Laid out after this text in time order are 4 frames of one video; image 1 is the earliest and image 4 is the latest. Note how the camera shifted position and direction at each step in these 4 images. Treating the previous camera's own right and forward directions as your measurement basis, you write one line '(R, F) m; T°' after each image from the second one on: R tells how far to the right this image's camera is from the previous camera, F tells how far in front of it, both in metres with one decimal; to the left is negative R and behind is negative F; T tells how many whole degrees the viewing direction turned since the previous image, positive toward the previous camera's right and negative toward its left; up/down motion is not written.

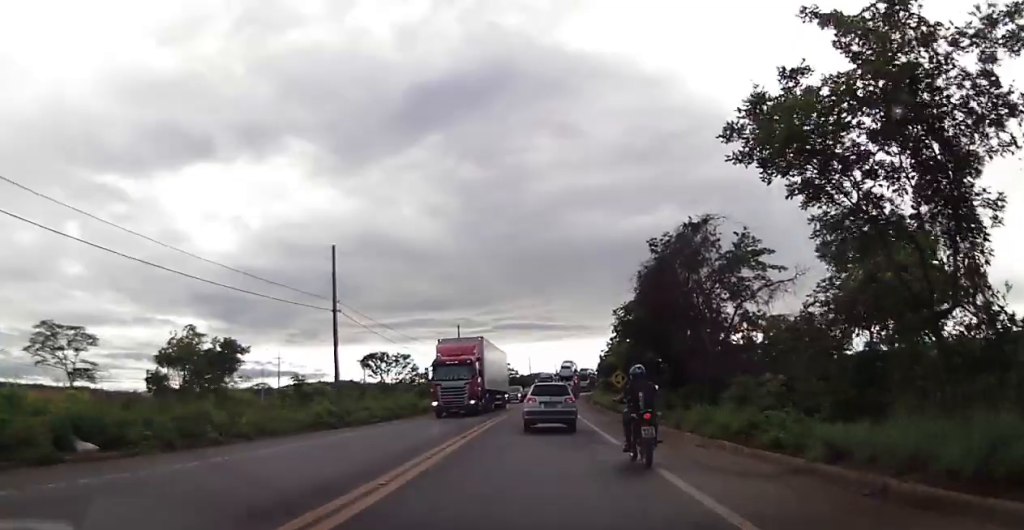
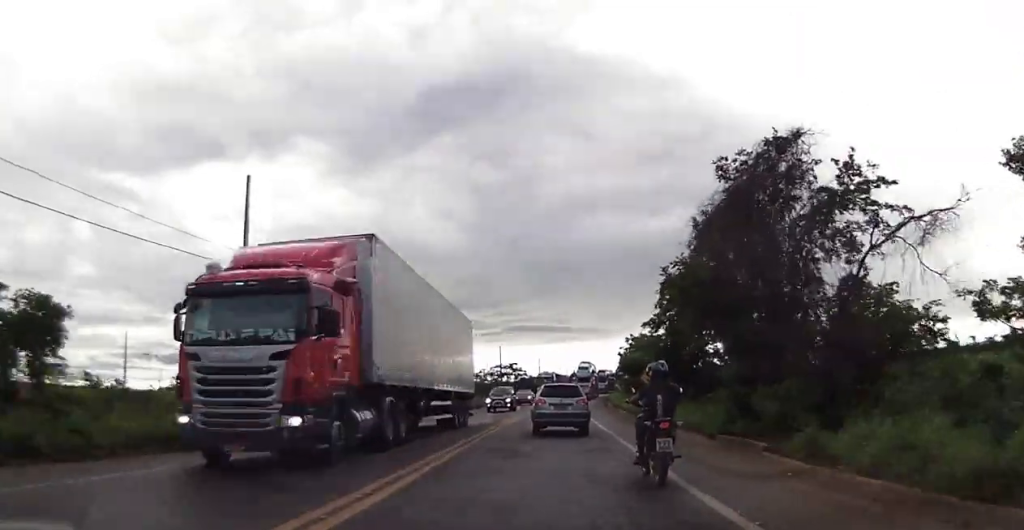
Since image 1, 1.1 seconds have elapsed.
(+0.2, +11.1) m; +1°
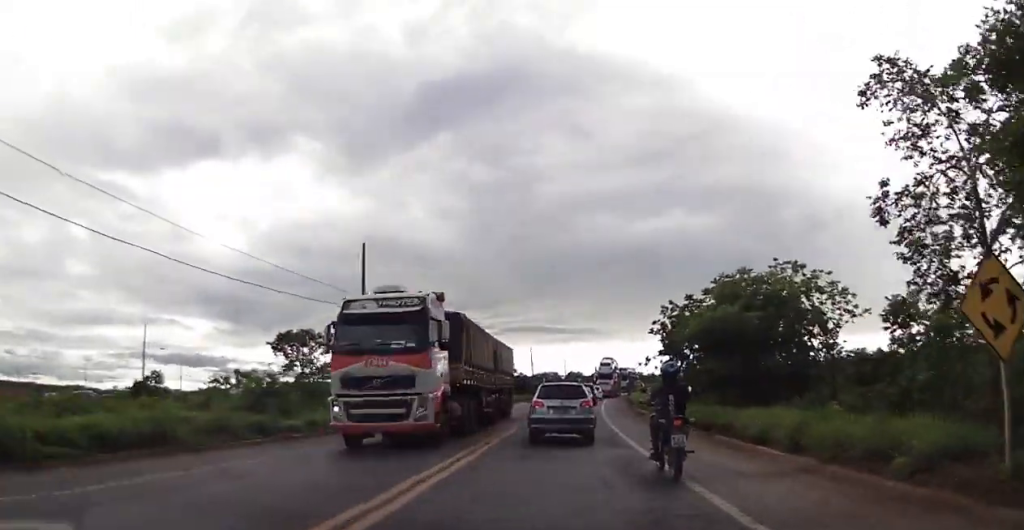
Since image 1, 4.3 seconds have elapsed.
(-0.8, +29.3) m; -1°
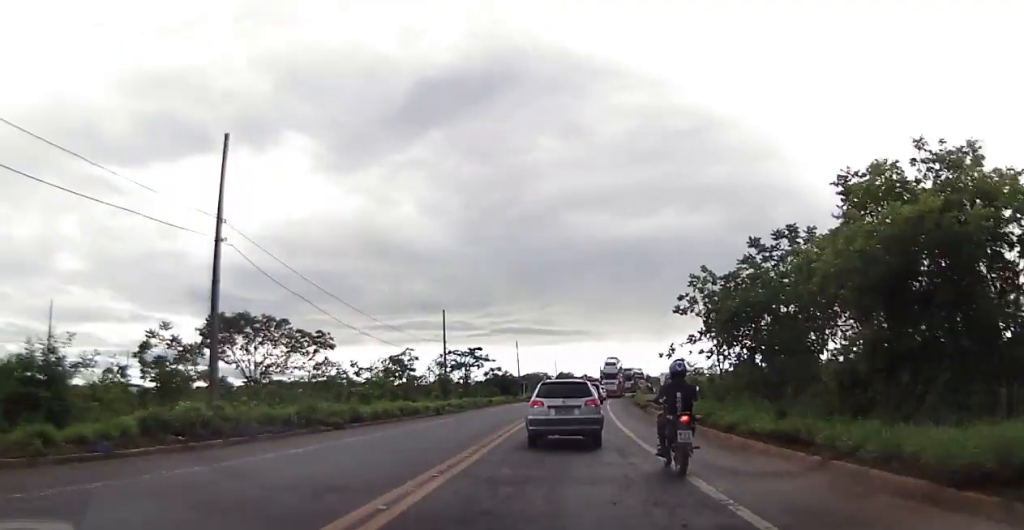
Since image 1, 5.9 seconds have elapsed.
(0.0, +14.0) m; +1°
